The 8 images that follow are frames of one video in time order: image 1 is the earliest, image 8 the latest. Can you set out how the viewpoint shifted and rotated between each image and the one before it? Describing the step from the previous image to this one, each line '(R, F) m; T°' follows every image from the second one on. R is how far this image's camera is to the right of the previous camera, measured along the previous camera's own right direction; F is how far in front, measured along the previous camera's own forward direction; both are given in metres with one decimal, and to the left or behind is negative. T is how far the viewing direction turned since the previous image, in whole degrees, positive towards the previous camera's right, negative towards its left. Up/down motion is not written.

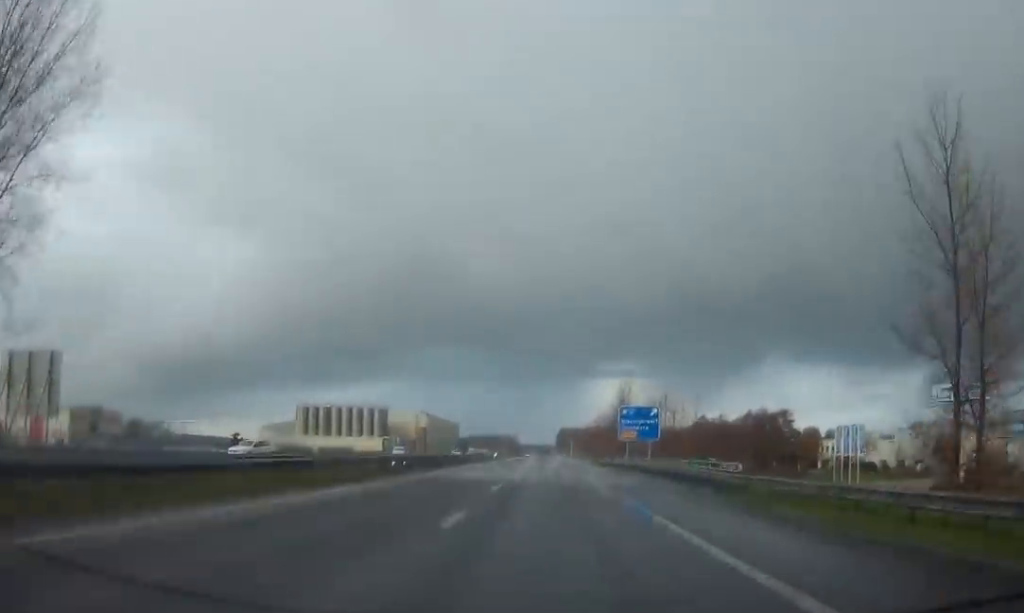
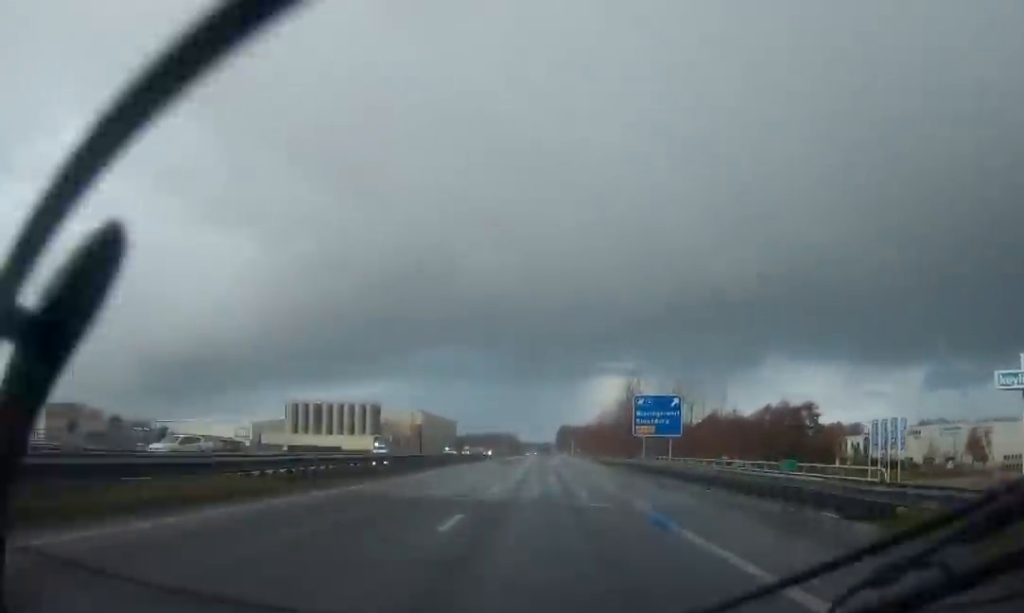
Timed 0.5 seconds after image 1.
(0.0, +12.4) m; 0°
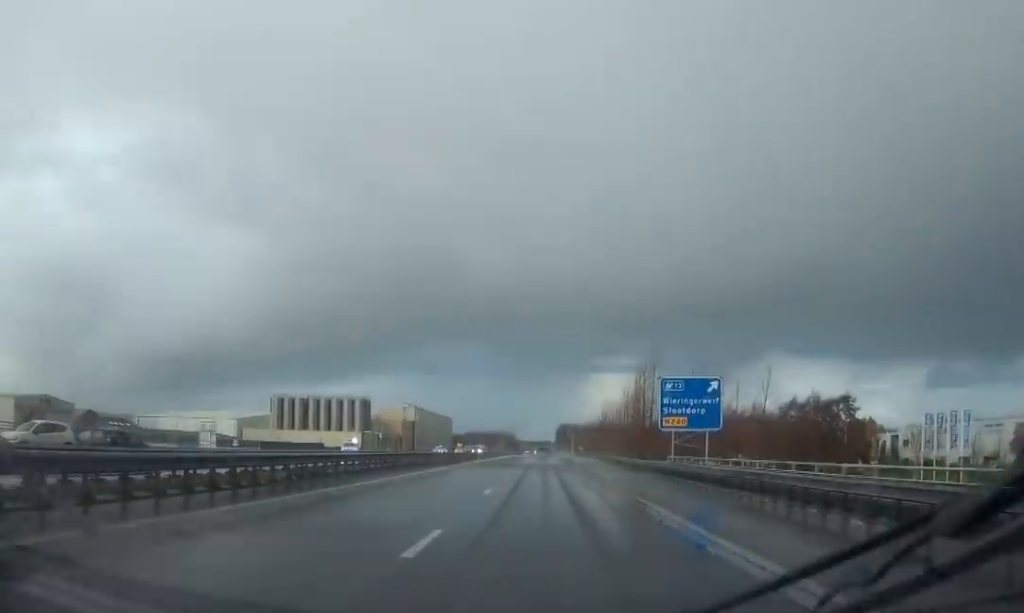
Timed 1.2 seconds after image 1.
(-0.2, +14.8) m; -1°
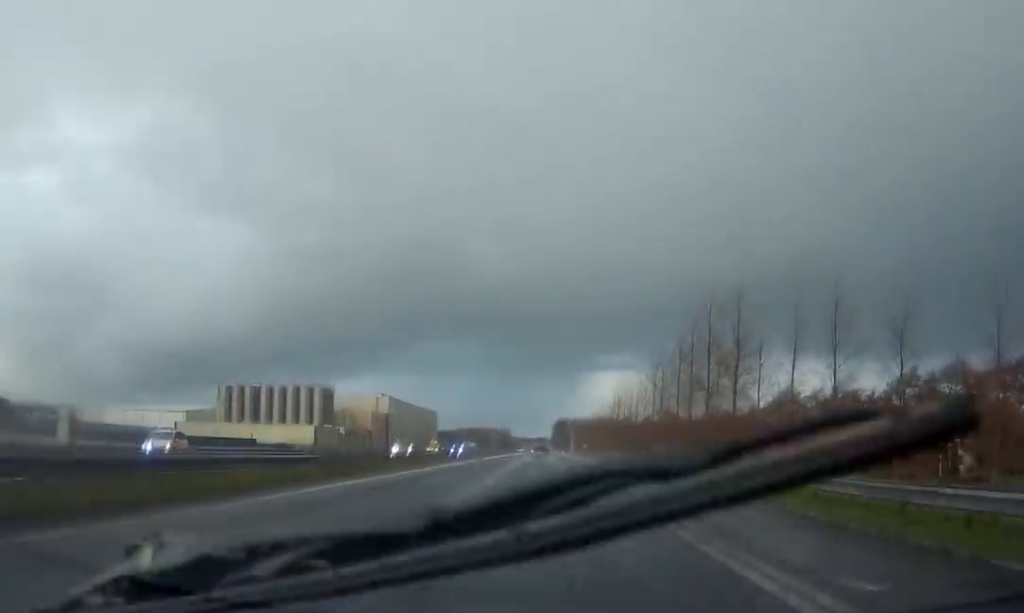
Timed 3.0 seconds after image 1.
(-0.2, +42.3) m; 0°
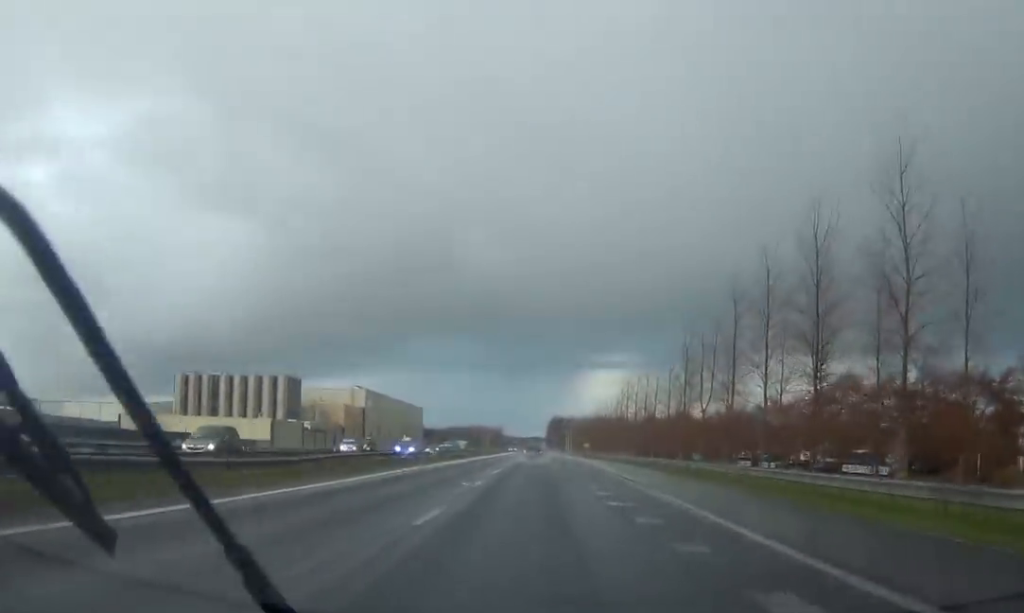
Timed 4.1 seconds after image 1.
(0.0, +26.0) m; 0°
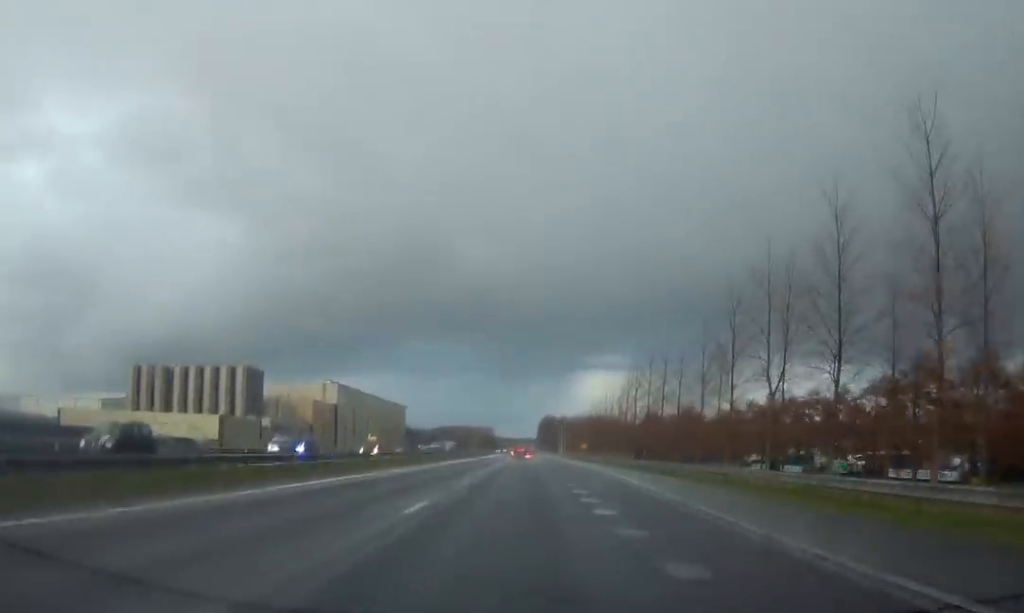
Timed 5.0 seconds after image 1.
(-0.1, +21.9) m; +1°
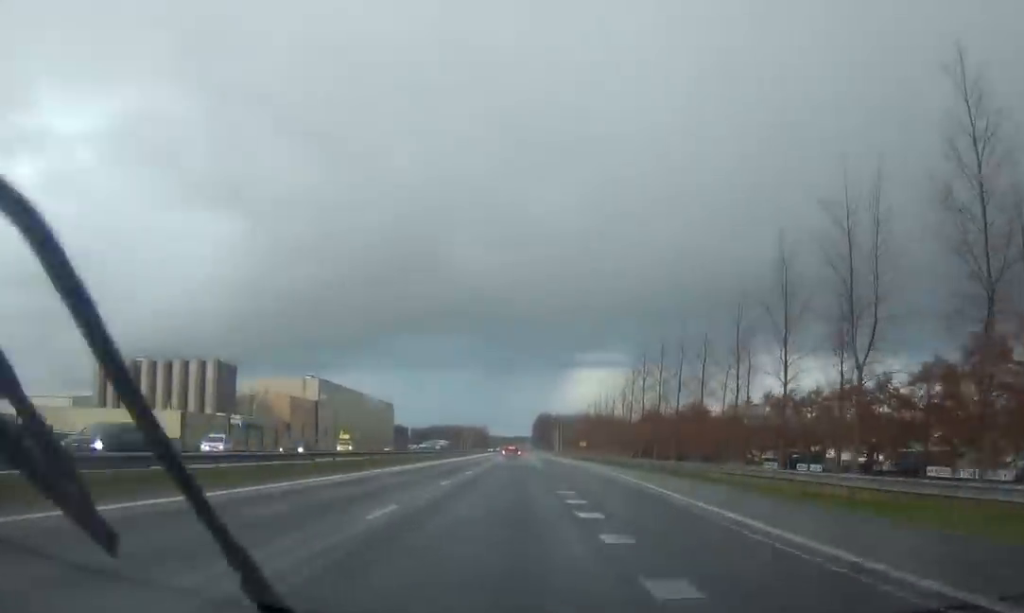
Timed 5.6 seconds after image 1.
(+0.1, +13.4) m; 0°
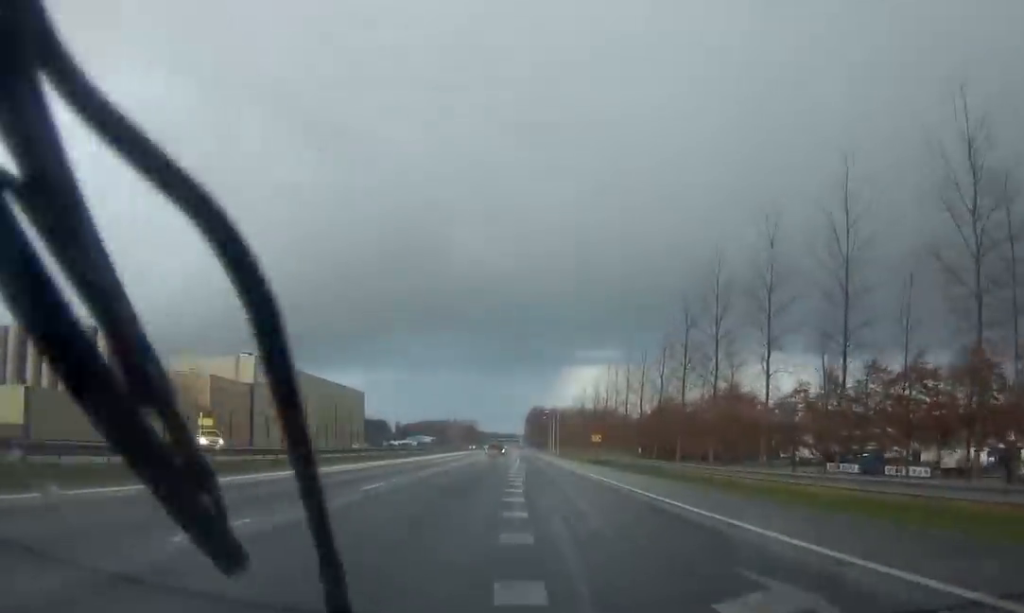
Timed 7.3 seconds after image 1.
(0.0, +40.8) m; 0°
